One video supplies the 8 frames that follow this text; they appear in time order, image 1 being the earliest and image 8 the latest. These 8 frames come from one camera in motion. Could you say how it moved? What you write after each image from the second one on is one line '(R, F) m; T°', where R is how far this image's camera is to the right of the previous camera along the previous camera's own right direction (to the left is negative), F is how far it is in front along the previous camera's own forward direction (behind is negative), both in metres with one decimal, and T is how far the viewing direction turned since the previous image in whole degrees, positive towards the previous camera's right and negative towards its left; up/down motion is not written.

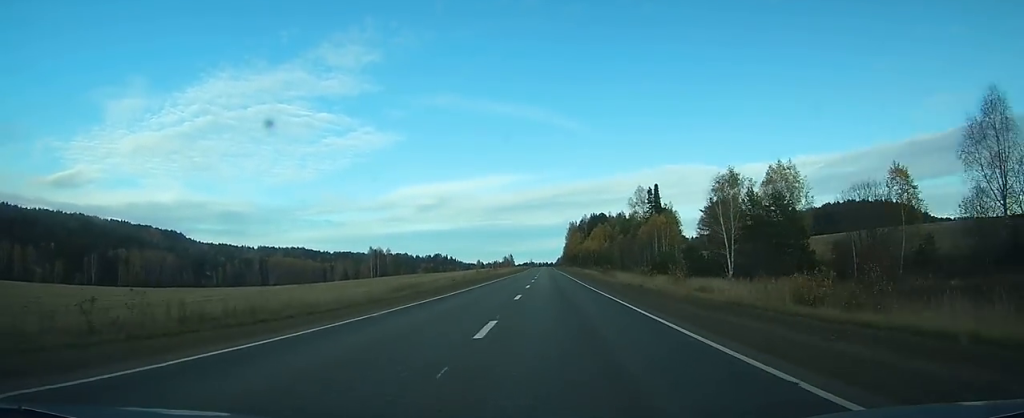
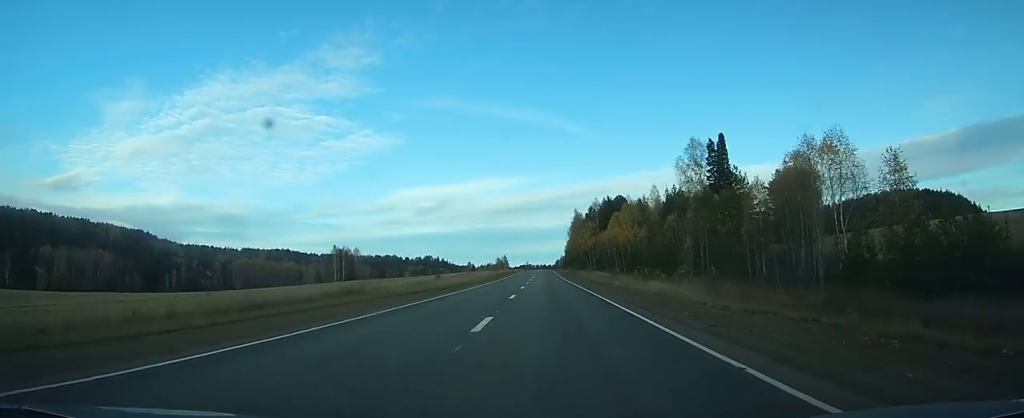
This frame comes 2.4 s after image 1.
(+0.1, +71.9) m; 0°
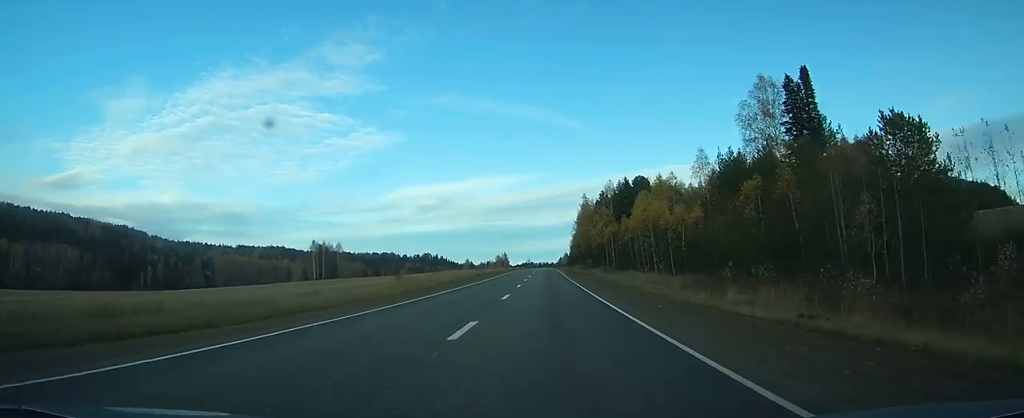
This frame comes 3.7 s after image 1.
(+0.1, +37.8) m; 0°
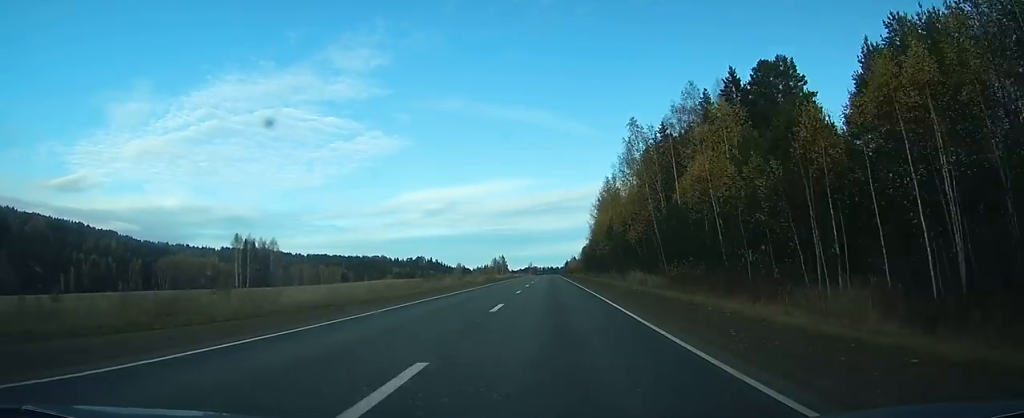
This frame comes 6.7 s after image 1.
(-0.4, +90.9) m; -1°
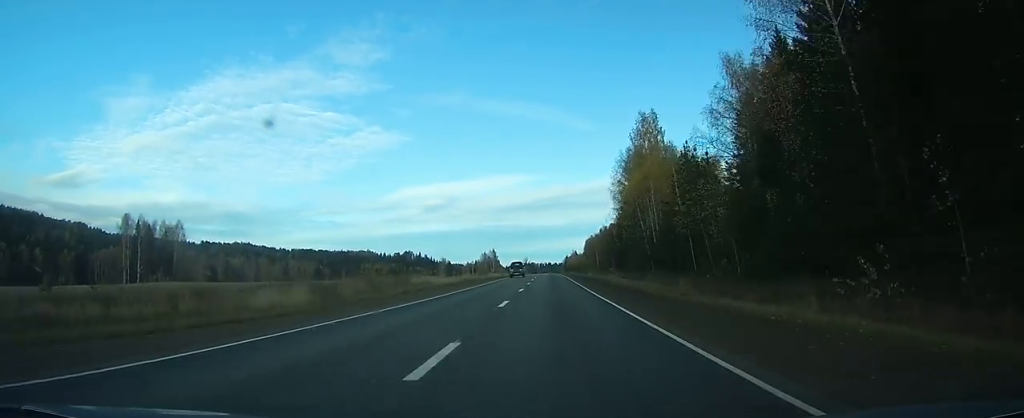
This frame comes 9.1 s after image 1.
(-0.3, +70.6) m; 0°
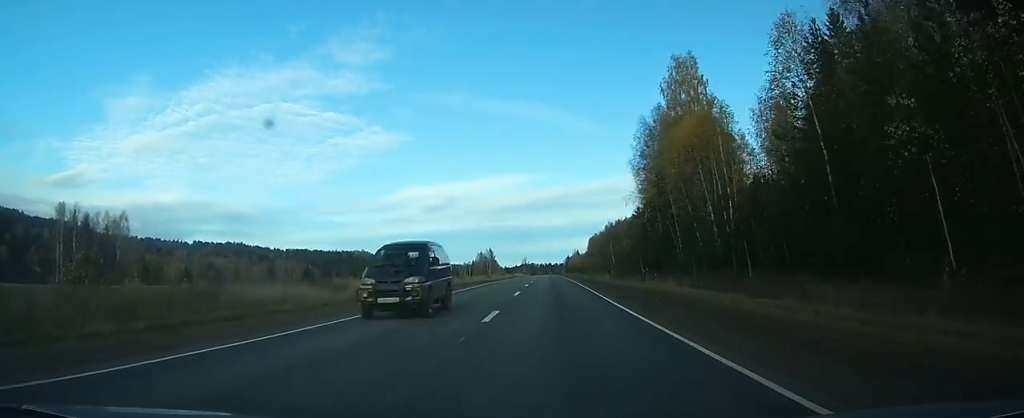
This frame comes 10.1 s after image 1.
(0.0, +29.3) m; 0°
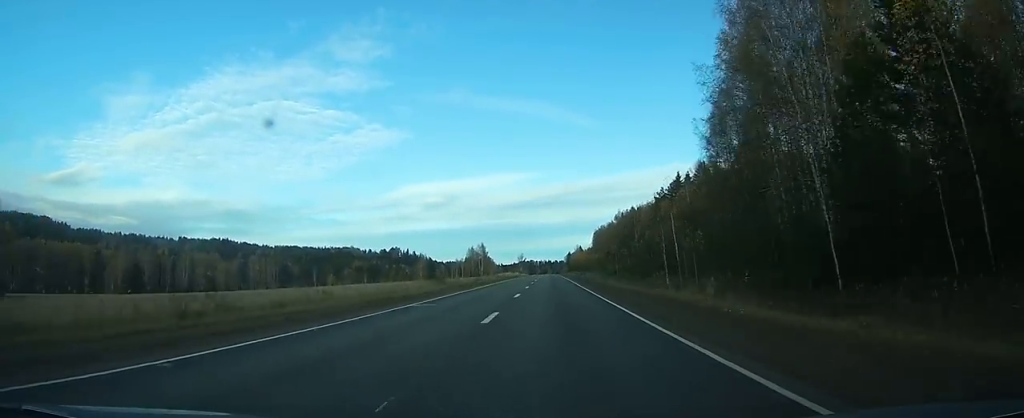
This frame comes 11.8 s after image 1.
(0.0, +48.7) m; 0°
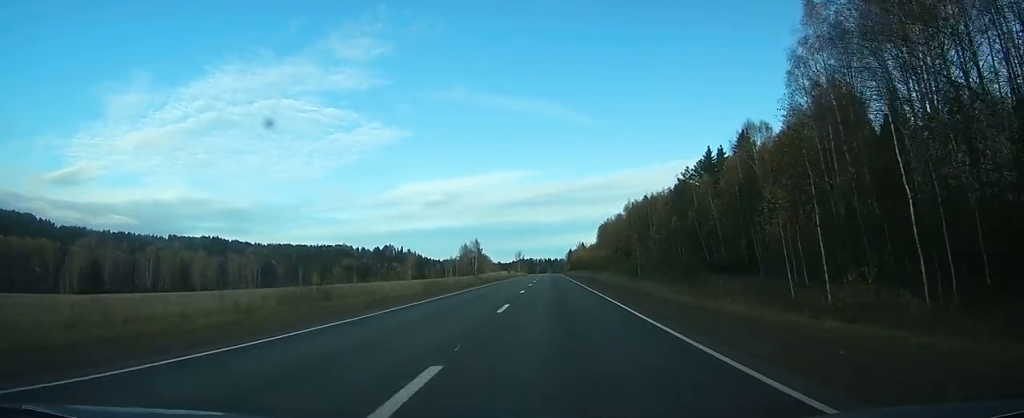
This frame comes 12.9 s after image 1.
(0.0, +33.1) m; 0°
